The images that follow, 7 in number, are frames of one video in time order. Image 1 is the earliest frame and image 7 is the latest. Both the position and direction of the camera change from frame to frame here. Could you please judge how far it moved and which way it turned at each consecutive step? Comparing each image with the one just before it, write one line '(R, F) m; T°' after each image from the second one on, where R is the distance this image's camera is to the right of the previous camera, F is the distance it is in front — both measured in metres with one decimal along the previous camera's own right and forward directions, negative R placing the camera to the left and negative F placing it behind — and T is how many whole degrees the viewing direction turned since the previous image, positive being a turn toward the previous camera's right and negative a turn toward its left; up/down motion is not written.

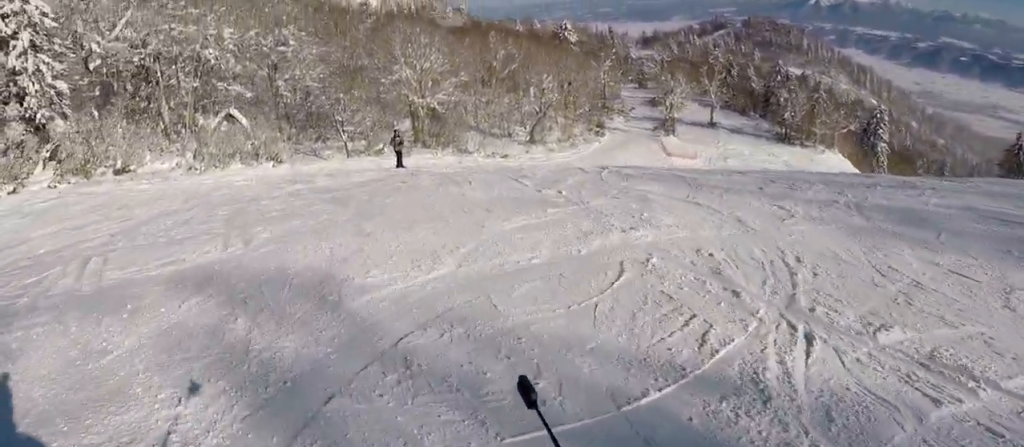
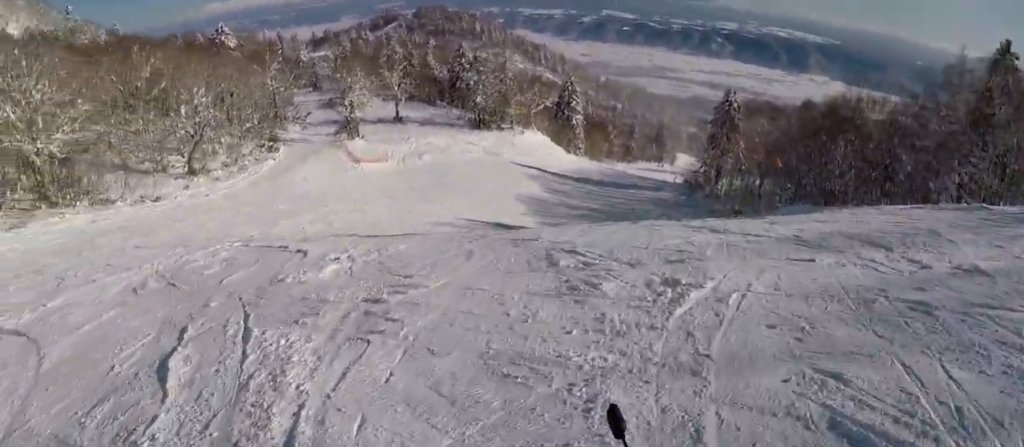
(+0.9, +13.6) m; +28°
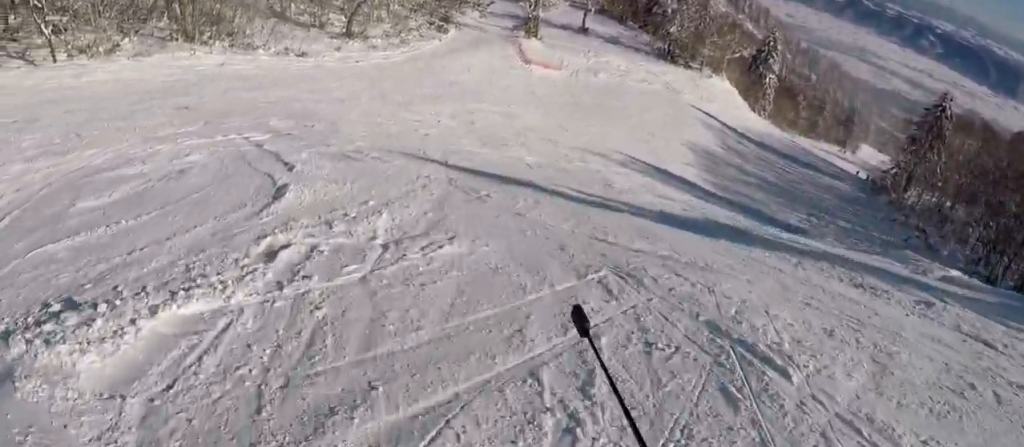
(-0.6, +5.7) m; -12°
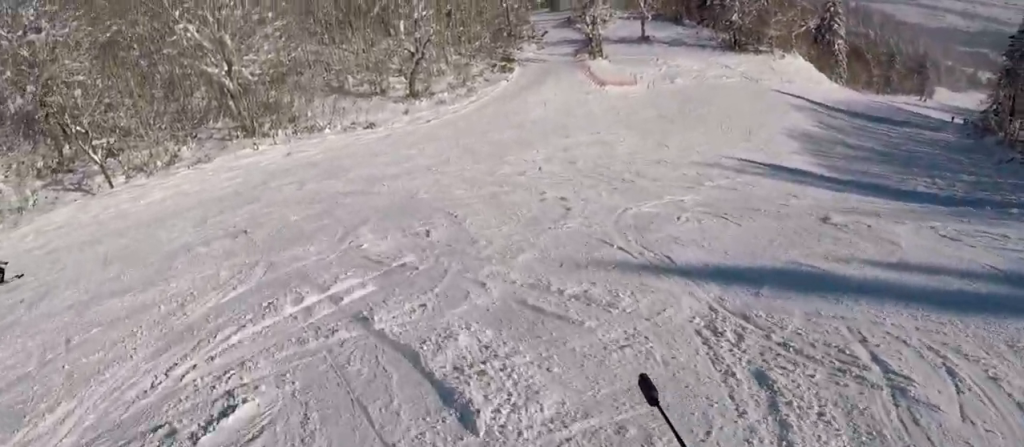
(-0.3, +4.5) m; -4°
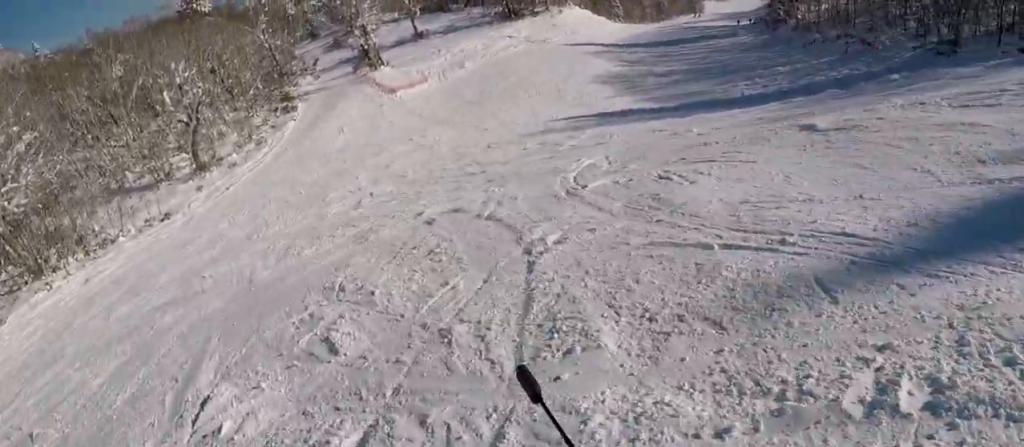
(-0.1, +3.8) m; -1°
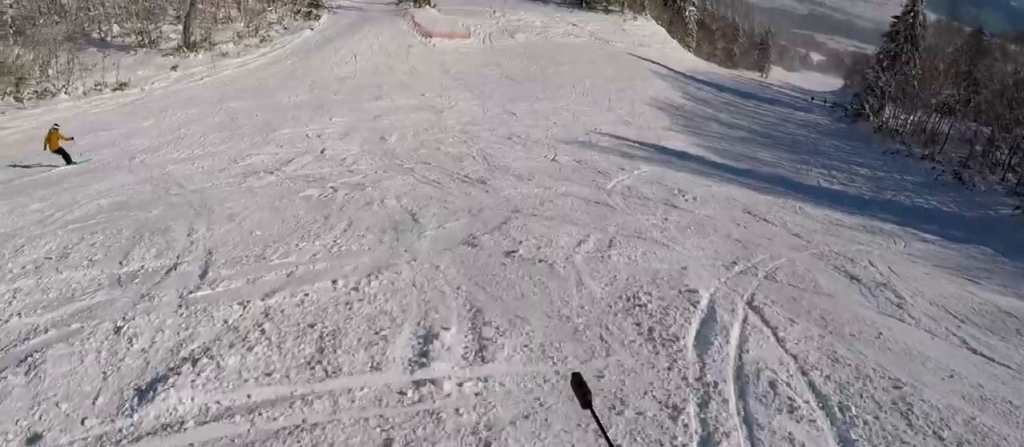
(0.0, +8.1) m; +3°
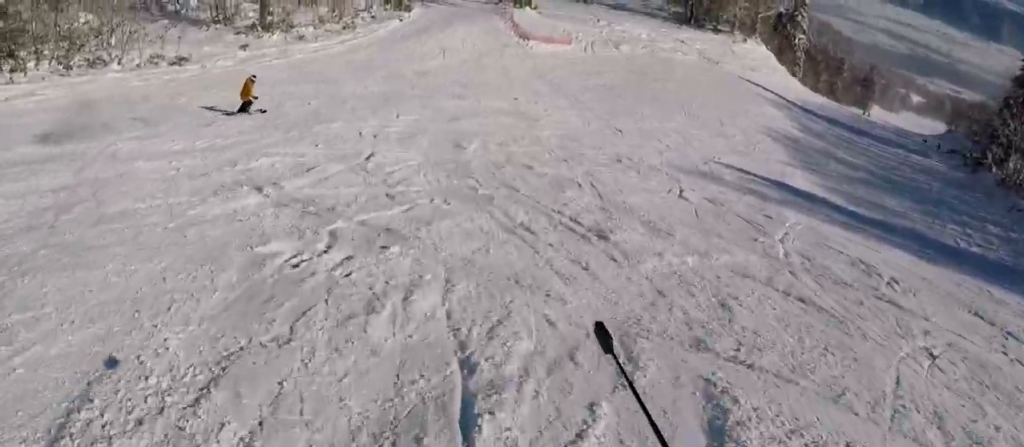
(+0.1, +4.9) m; -3°
